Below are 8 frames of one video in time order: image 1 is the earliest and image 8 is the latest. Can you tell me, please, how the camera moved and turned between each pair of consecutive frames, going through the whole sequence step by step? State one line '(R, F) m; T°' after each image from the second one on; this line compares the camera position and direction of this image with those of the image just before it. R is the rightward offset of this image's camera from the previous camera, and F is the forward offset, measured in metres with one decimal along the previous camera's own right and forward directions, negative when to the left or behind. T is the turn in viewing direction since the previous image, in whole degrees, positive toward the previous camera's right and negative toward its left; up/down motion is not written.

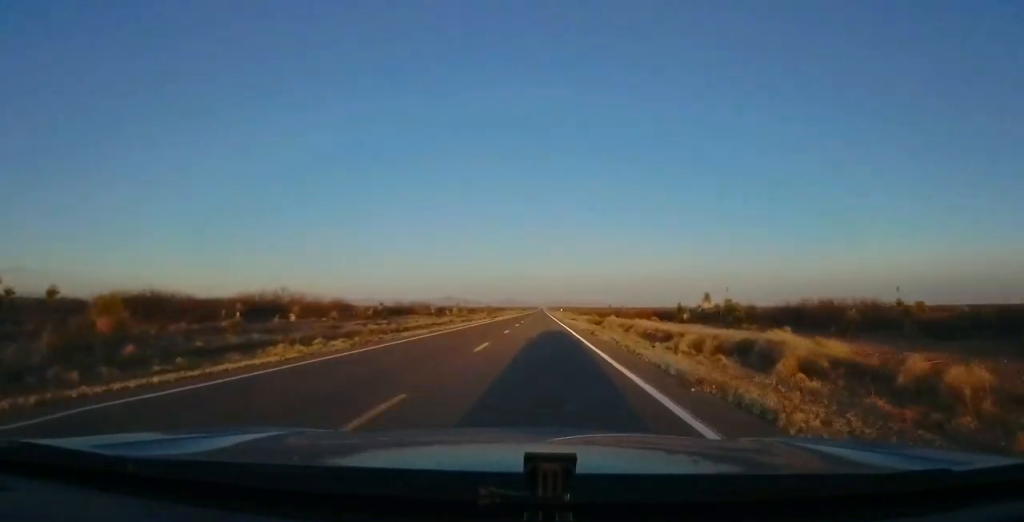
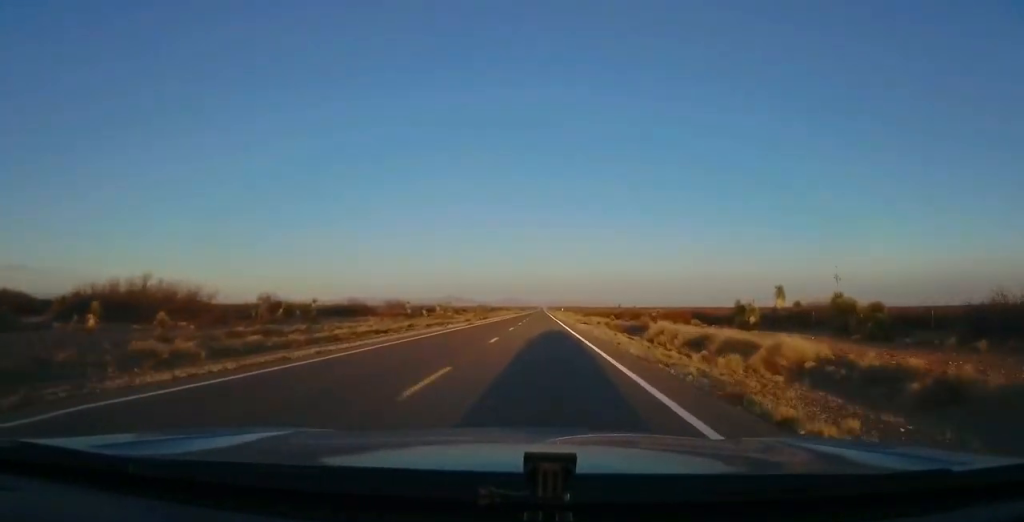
(0.0, +20.6) m; 0°
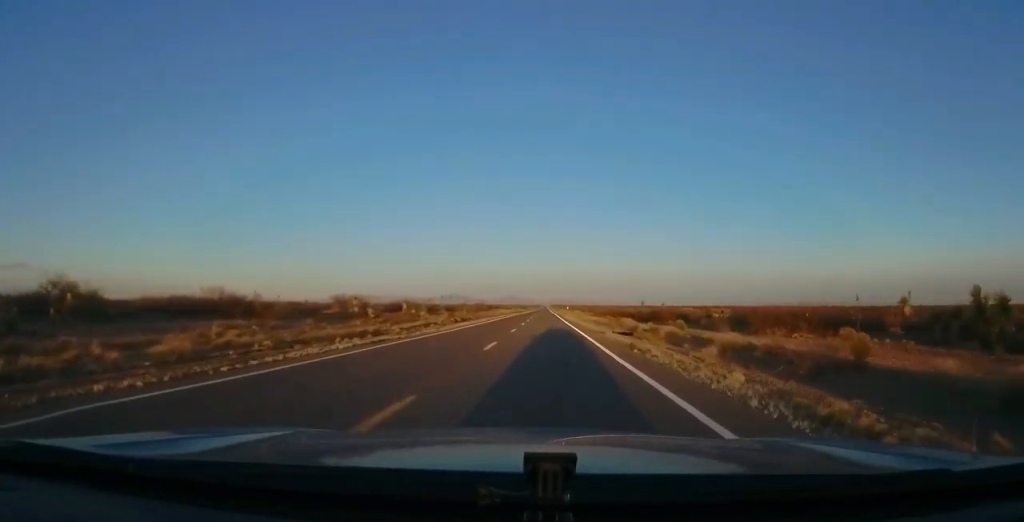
(0.0, +28.5) m; +1°
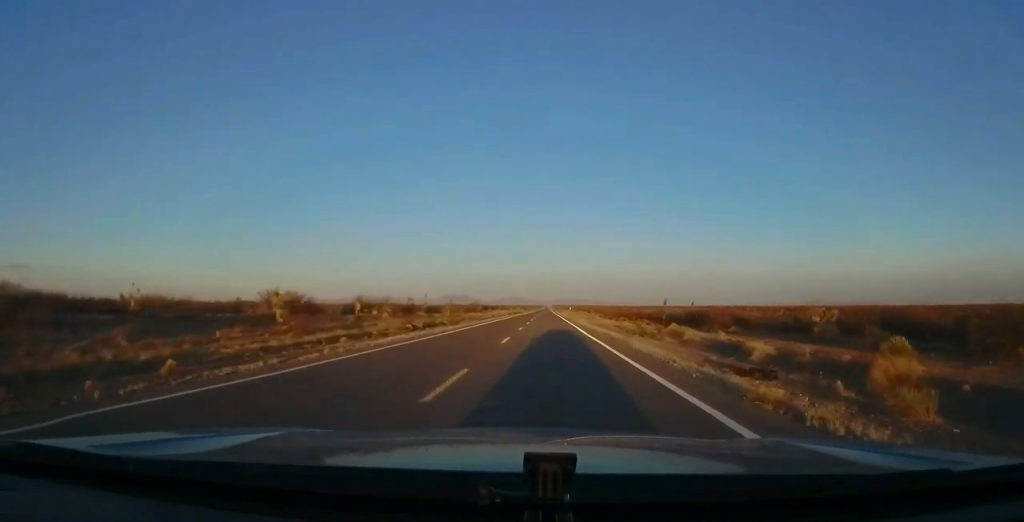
(+0.3, +20.6) m; 0°
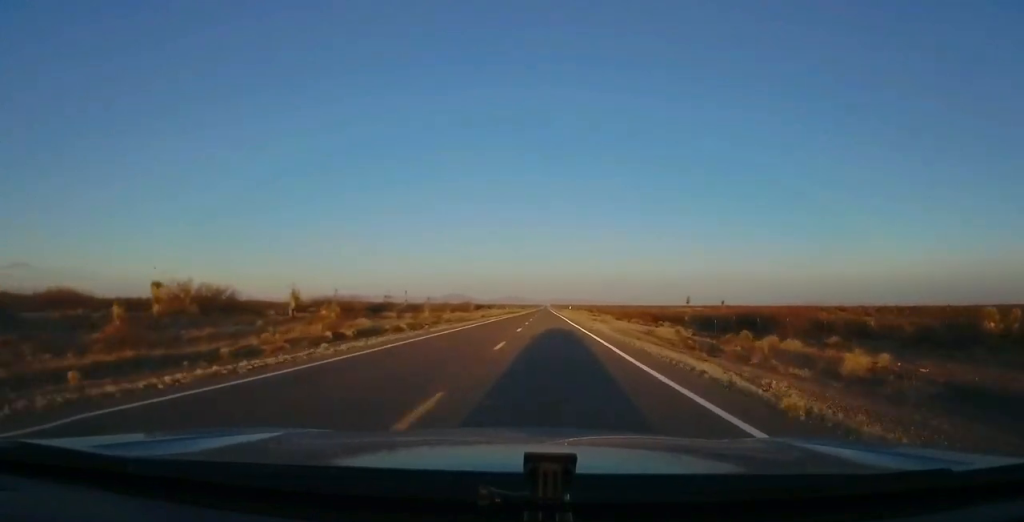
(+0.3, +15.7) m; 0°
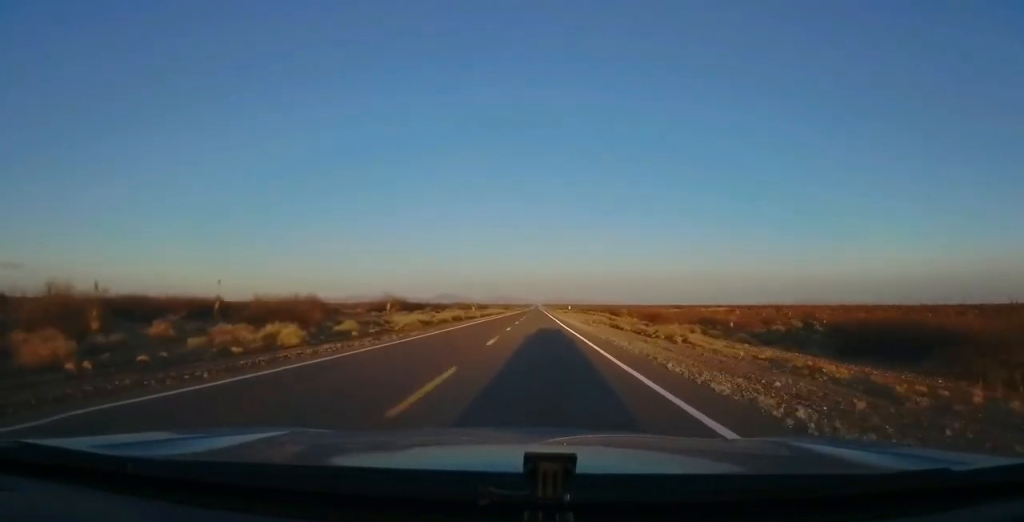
(+0.5, +81.1) m; +1°
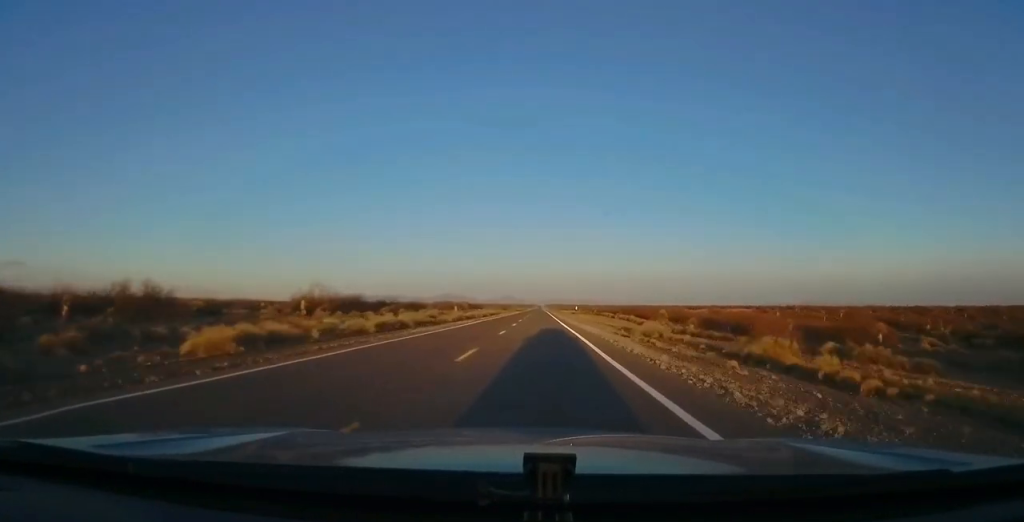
(-0.1, +30.0) m; -1°
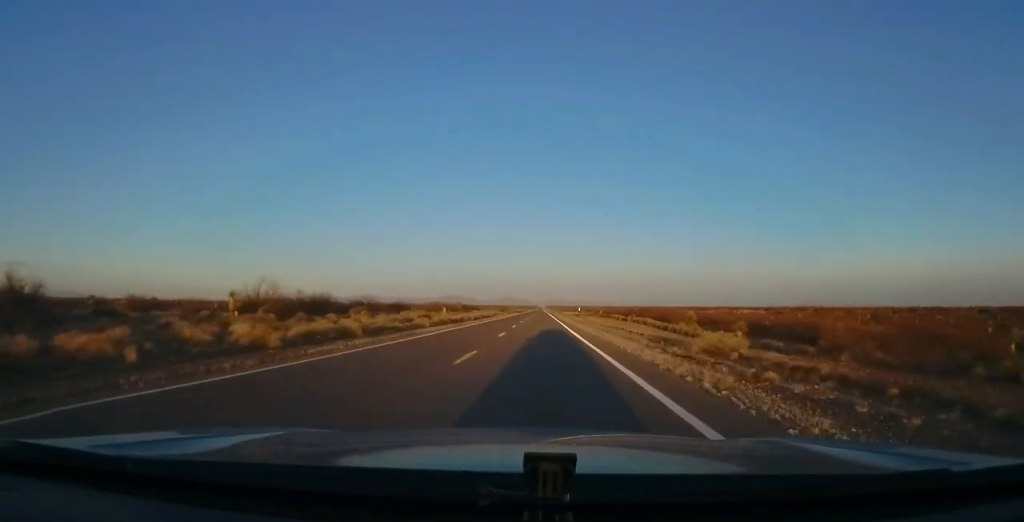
(-0.1, +12.6) m; 0°
